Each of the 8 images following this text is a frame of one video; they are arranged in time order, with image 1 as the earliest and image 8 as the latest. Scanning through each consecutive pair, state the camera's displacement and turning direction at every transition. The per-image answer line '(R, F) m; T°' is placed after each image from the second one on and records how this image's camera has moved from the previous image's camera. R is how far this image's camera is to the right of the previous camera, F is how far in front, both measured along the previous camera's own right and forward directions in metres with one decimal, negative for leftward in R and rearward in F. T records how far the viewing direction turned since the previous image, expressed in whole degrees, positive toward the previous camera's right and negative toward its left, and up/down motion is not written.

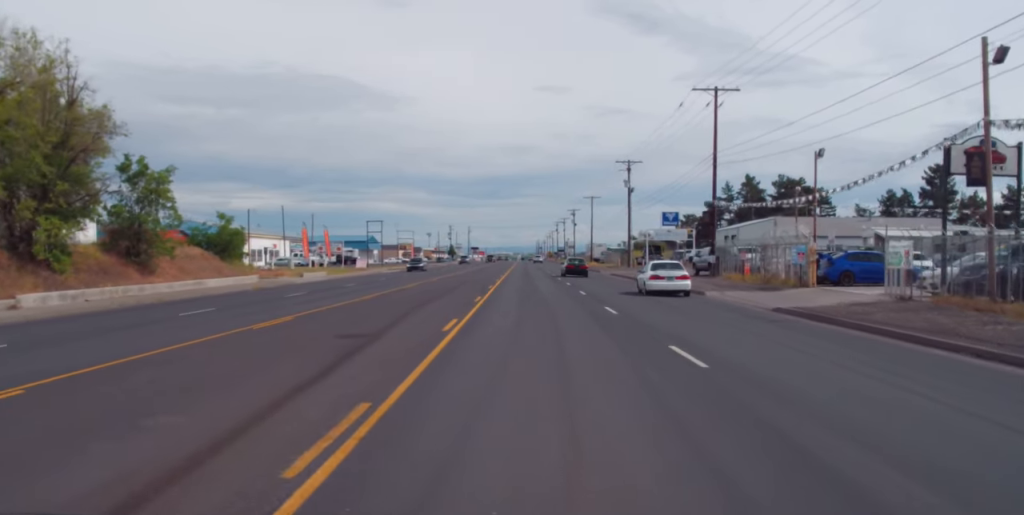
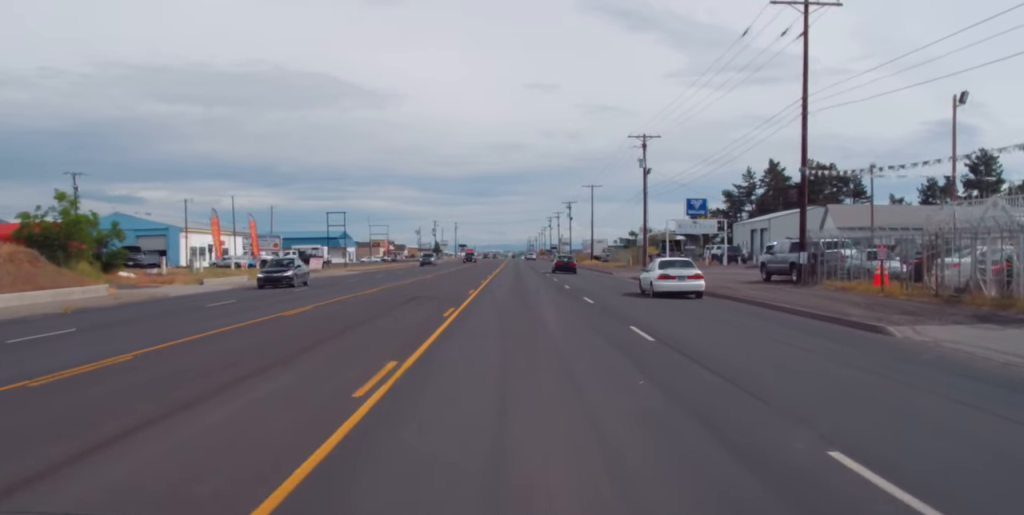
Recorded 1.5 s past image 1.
(-0.4, +20.9) m; -1°
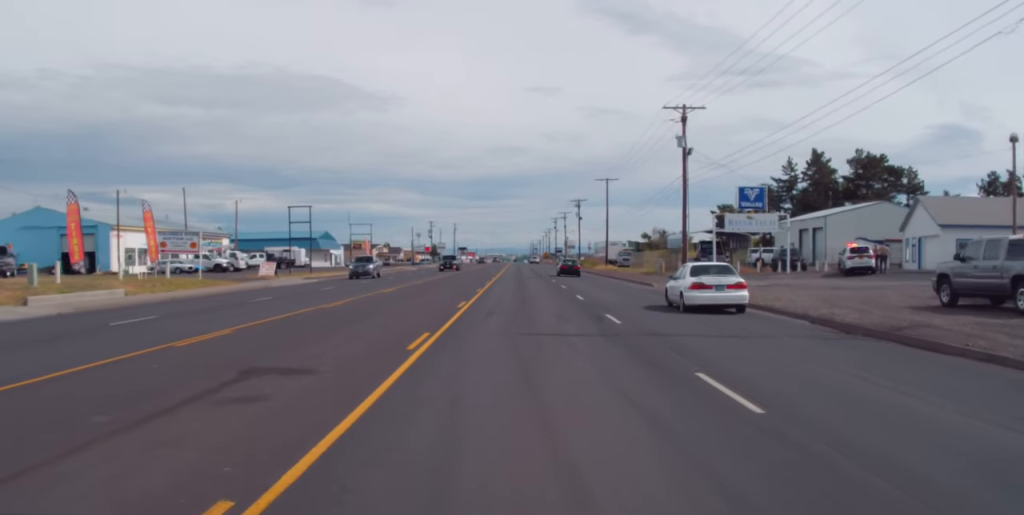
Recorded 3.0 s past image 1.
(+0.5, +19.2) m; +1°
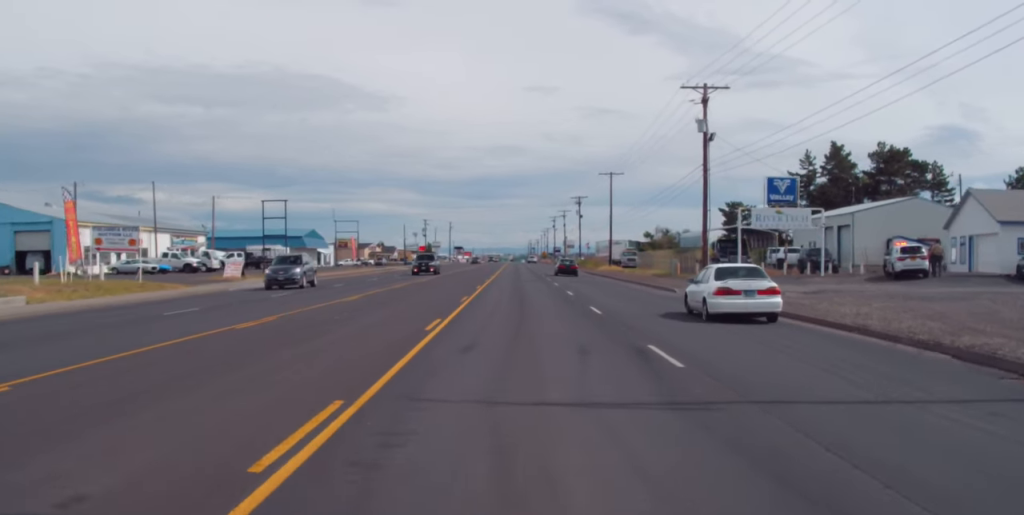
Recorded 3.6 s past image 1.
(0.0, +8.1) m; 0°
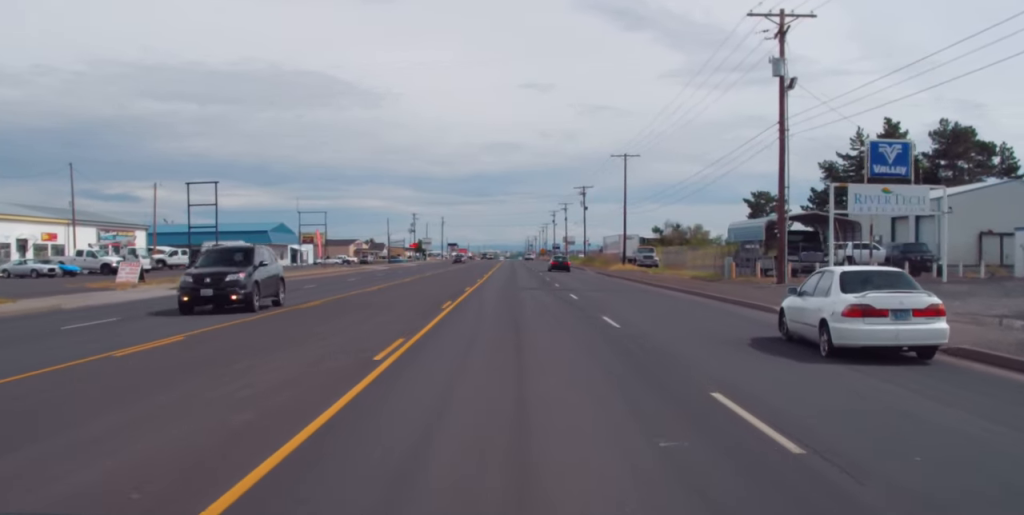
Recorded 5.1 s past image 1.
(-0.2, +17.7) m; 0°
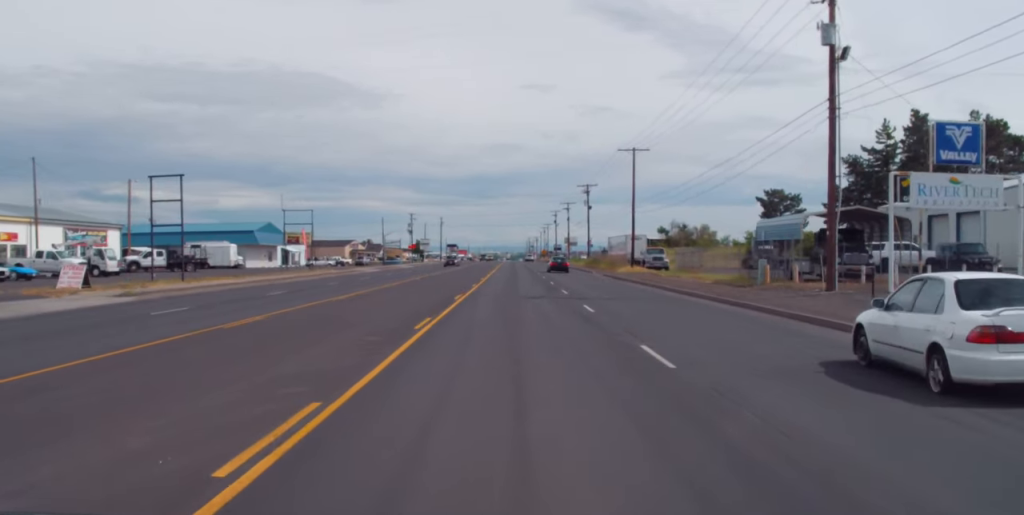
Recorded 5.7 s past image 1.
(0.0, +6.7) m; 0°
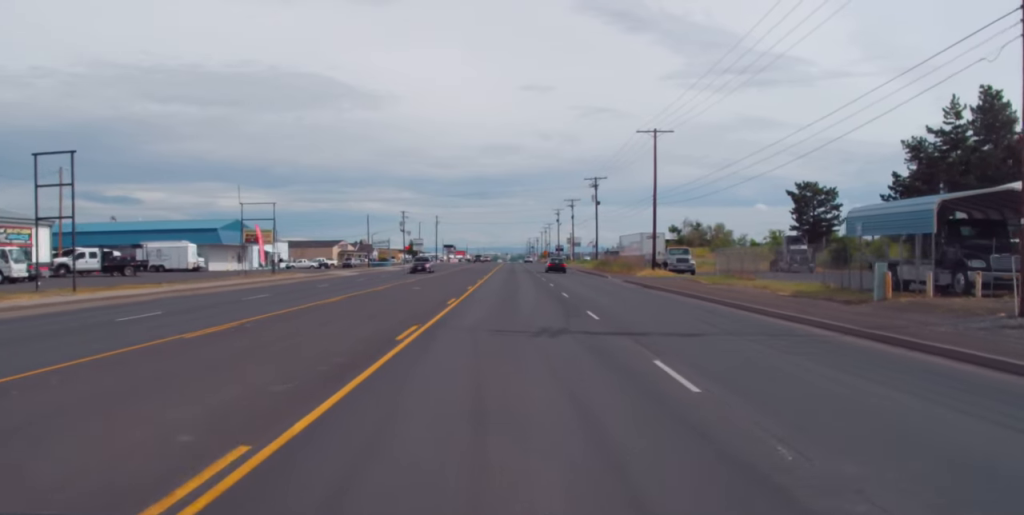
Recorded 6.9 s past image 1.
(-0.3, +14.4) m; -1°
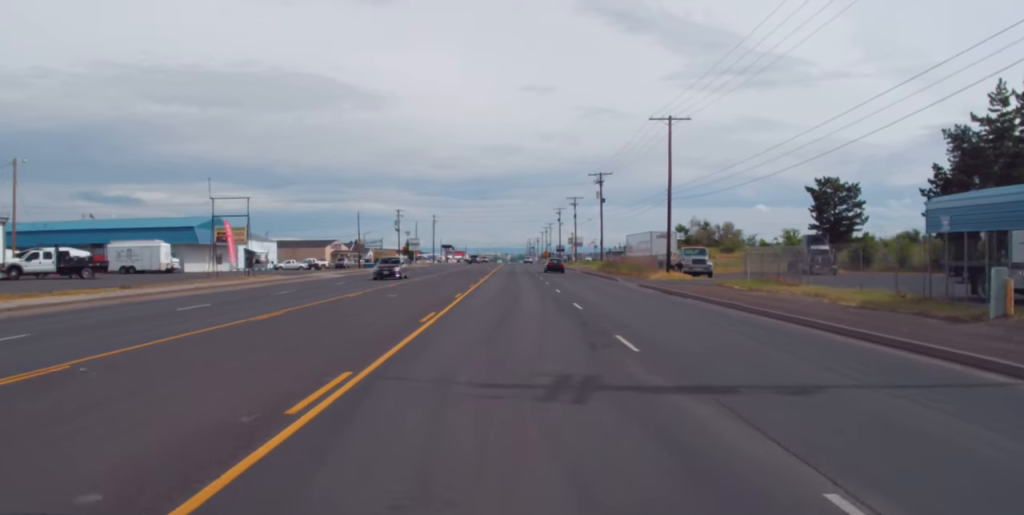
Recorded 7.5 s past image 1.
(-0.2, +7.6) m; +1°
